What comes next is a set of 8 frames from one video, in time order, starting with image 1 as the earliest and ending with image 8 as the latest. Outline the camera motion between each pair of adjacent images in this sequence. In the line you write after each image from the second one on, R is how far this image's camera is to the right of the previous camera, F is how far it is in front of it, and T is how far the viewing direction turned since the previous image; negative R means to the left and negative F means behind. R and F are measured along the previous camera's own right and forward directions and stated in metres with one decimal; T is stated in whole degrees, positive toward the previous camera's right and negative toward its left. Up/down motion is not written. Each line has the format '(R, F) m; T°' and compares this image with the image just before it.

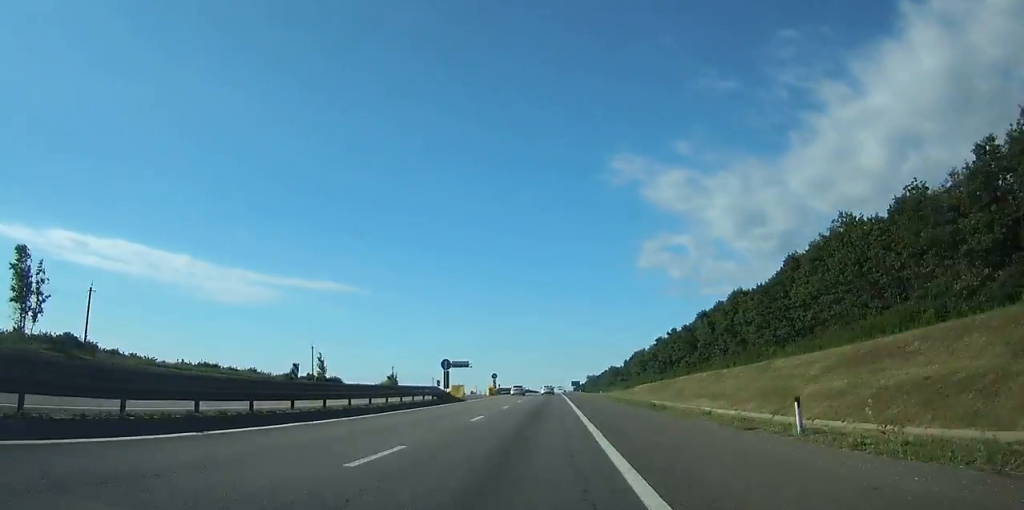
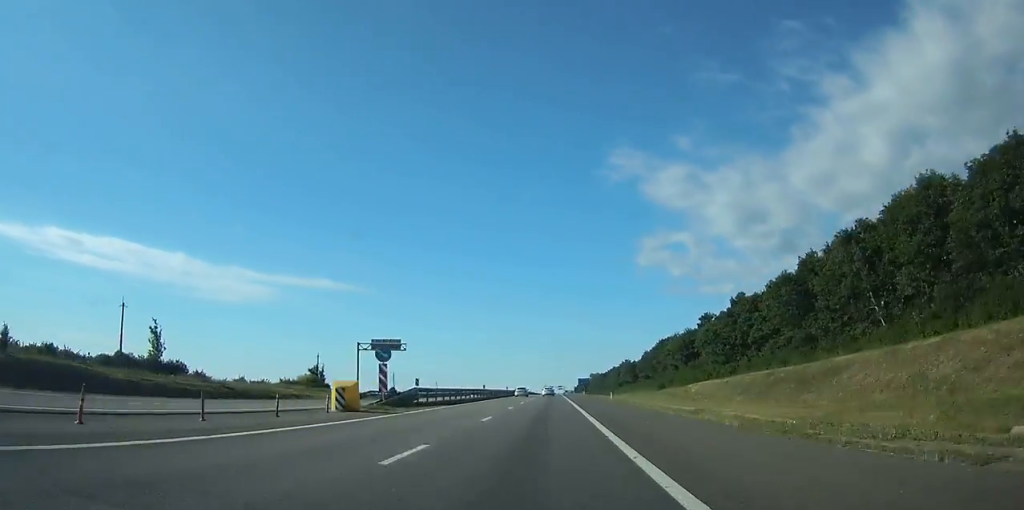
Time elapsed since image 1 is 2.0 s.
(-0.2, +60.9) m; 0°
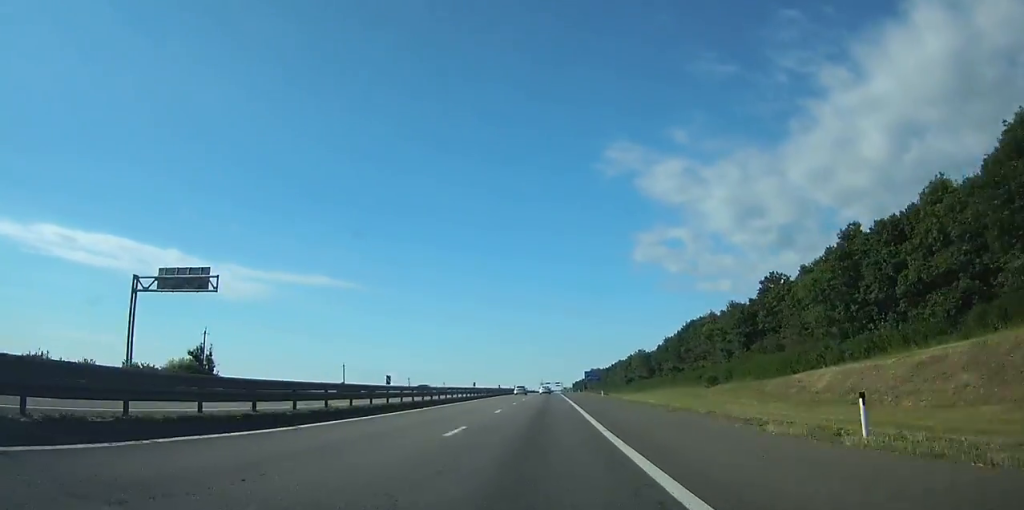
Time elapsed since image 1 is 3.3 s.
(+0.2, +40.6) m; 0°
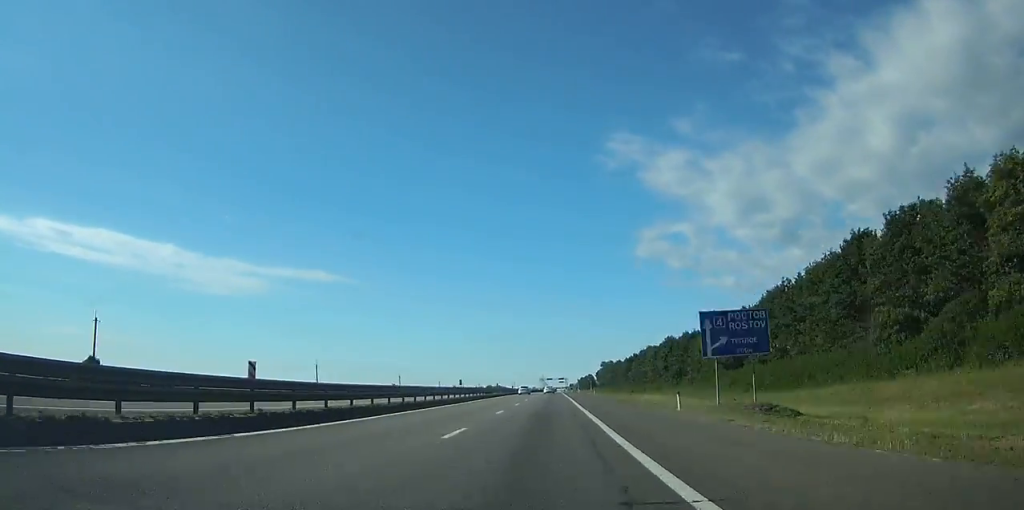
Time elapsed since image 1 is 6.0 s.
(+0.1, +80.7) m; 0°
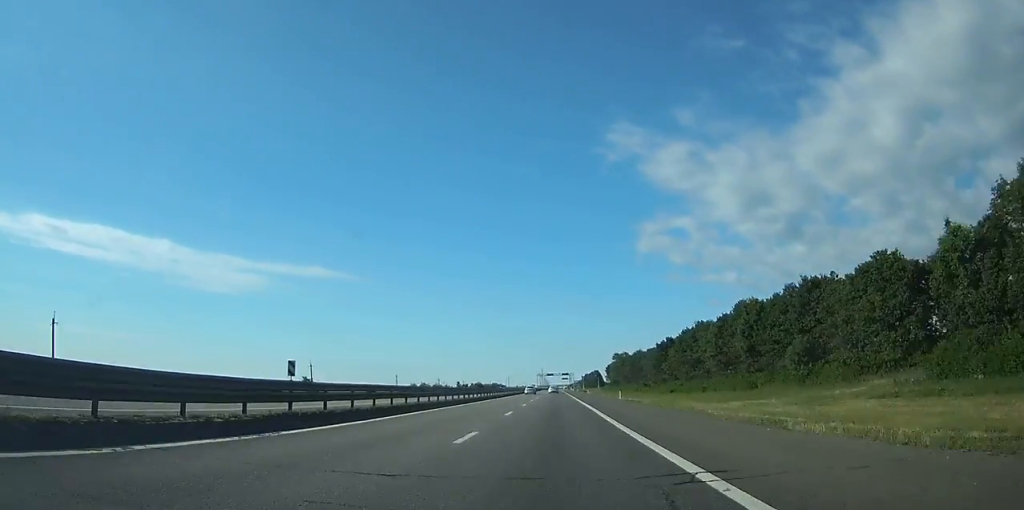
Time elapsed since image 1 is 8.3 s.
(-0.1, +68.7) m; 0°
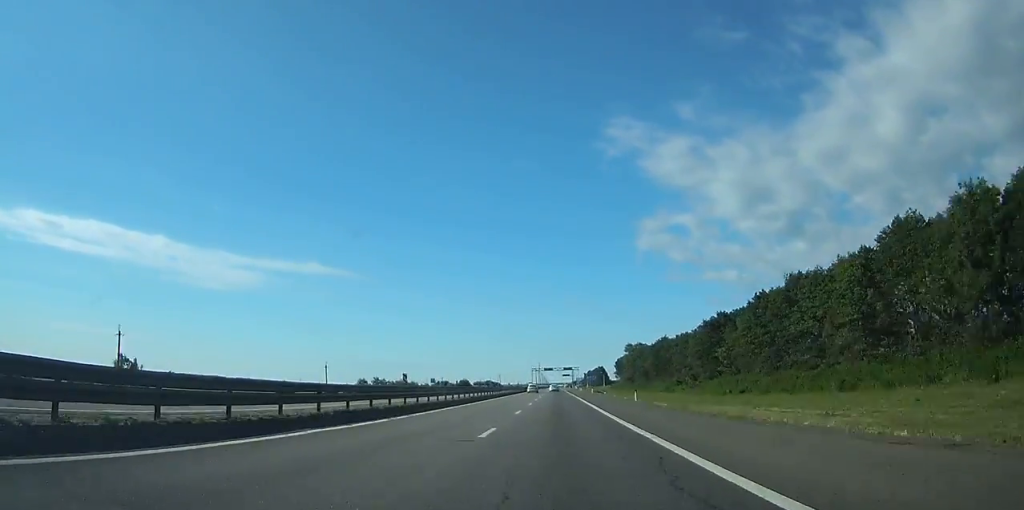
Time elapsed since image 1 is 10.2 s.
(-0.1, +58.5) m; 0°
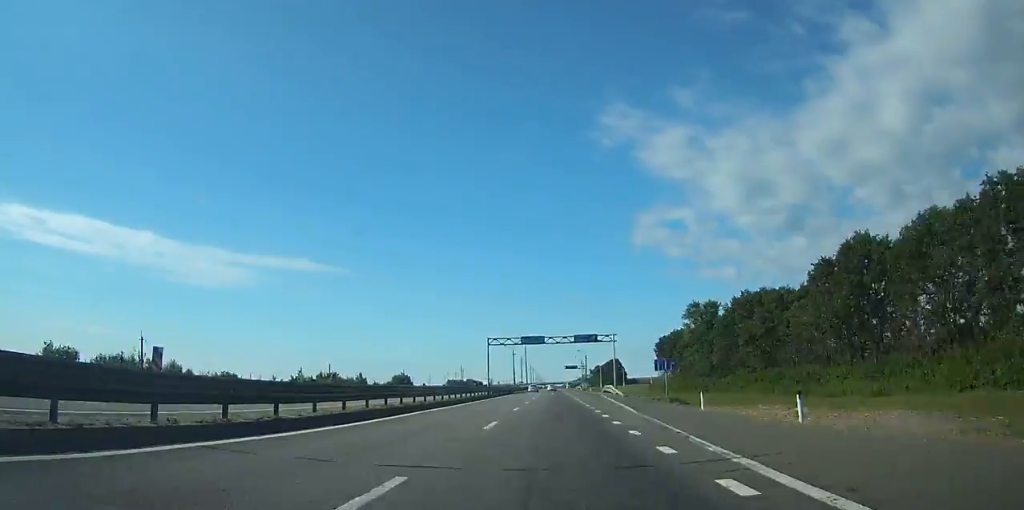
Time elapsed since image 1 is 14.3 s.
(+0.3, +125.6) m; 0°
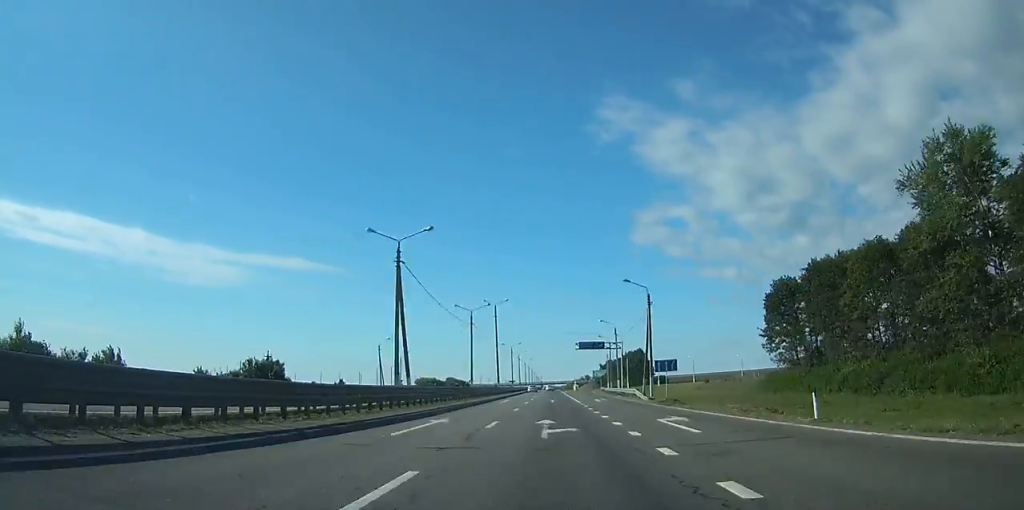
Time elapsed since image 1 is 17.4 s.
(0.0, +93.8) m; 0°
